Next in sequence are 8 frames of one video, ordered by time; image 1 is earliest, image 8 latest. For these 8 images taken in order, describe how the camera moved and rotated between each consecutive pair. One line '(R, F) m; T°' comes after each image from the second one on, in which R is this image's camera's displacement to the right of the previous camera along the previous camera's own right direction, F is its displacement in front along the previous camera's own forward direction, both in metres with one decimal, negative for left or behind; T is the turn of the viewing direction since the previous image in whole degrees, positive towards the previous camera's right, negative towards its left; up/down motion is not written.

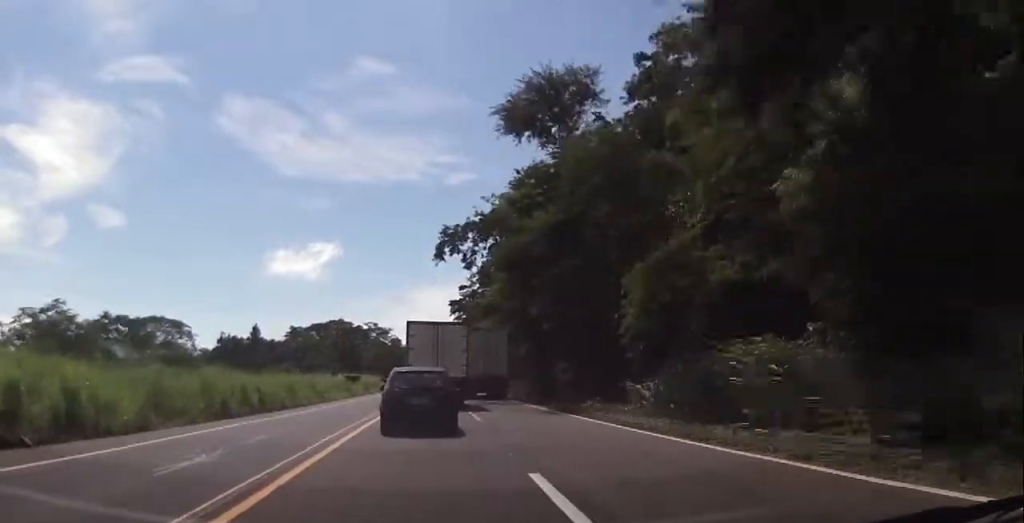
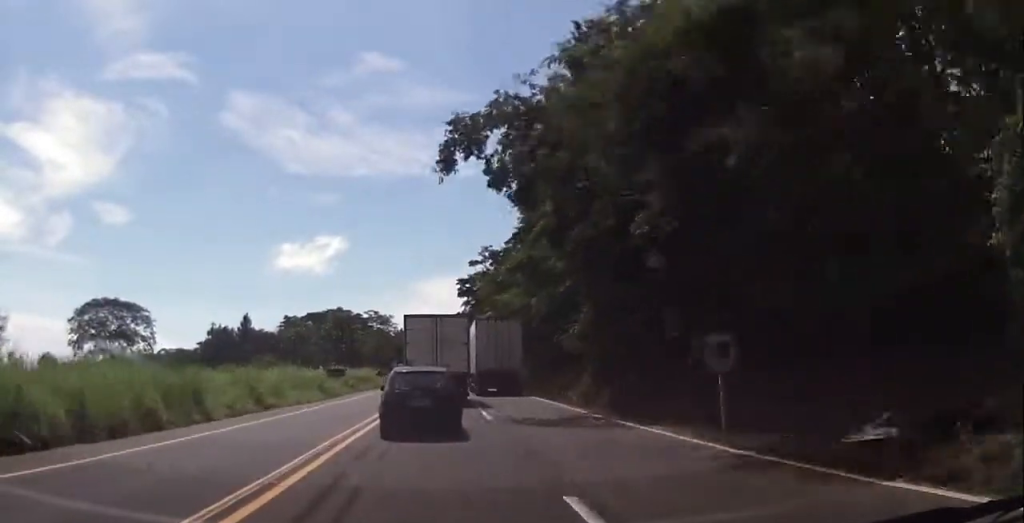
(-0.1, +17.7) m; -1°
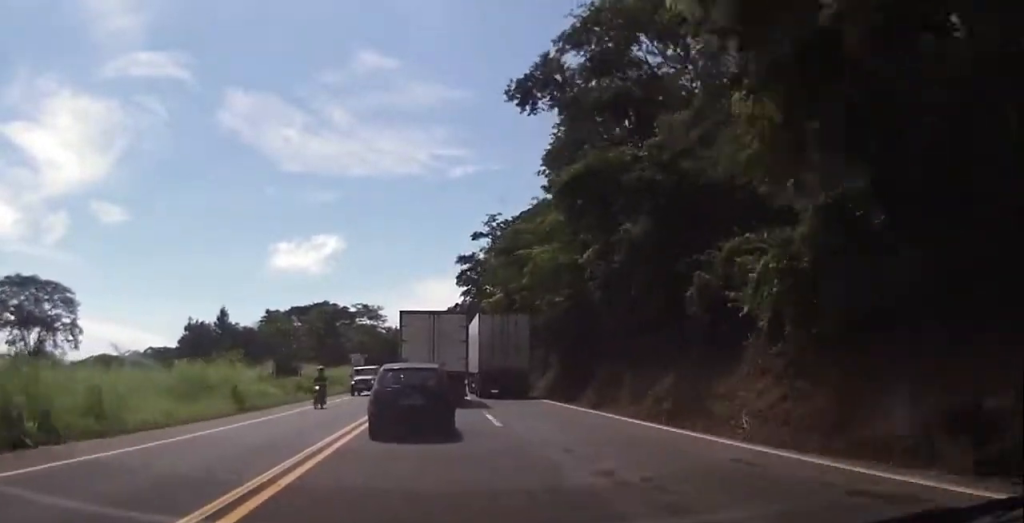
(-0.2, +19.1) m; -1°
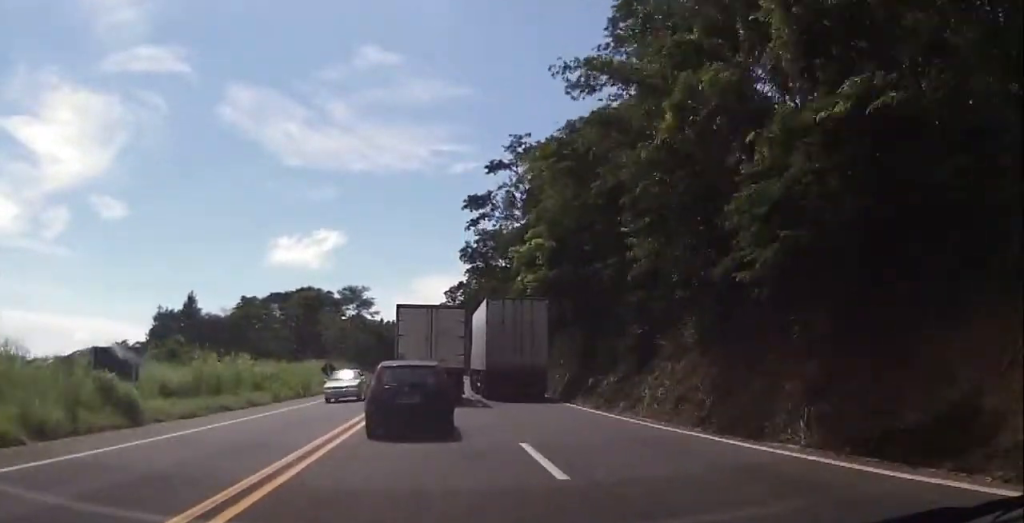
(0.0, +25.2) m; +1°
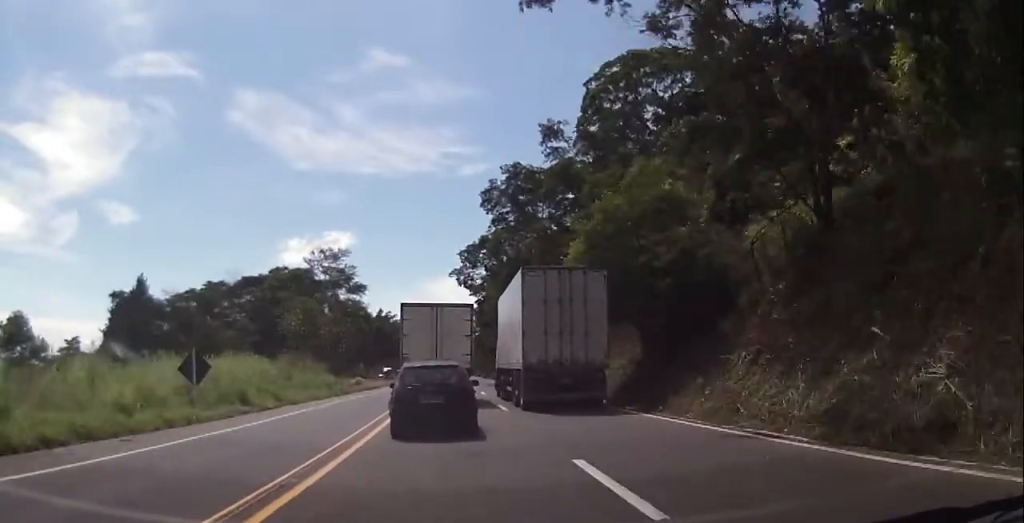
(+0.2, +34.4) m; -1°
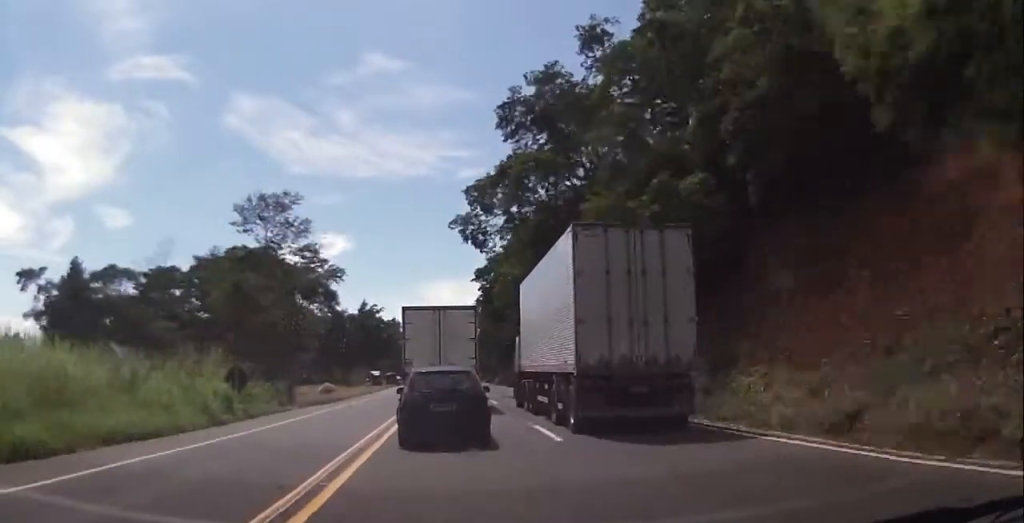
(-0.5, +24.0) m; -1°
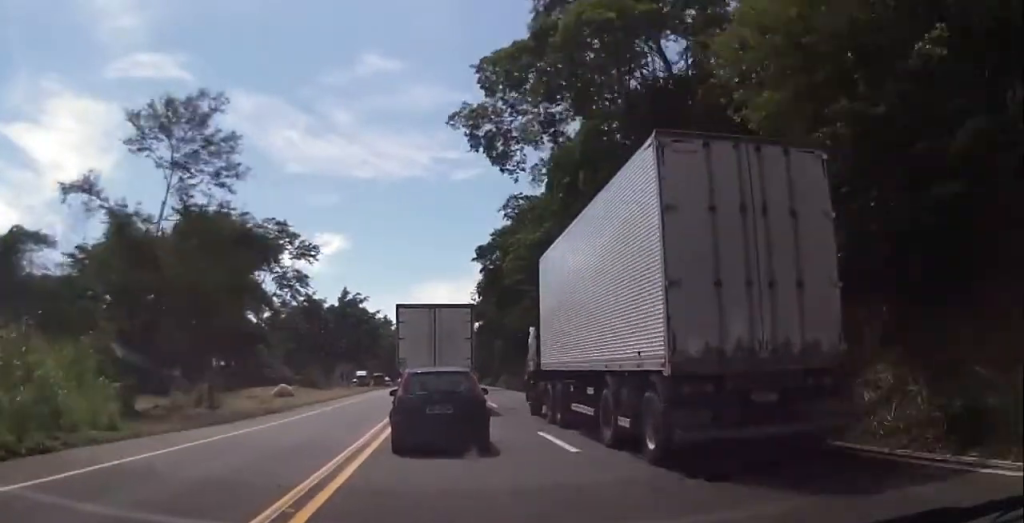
(0.0, +17.6) m; +1°
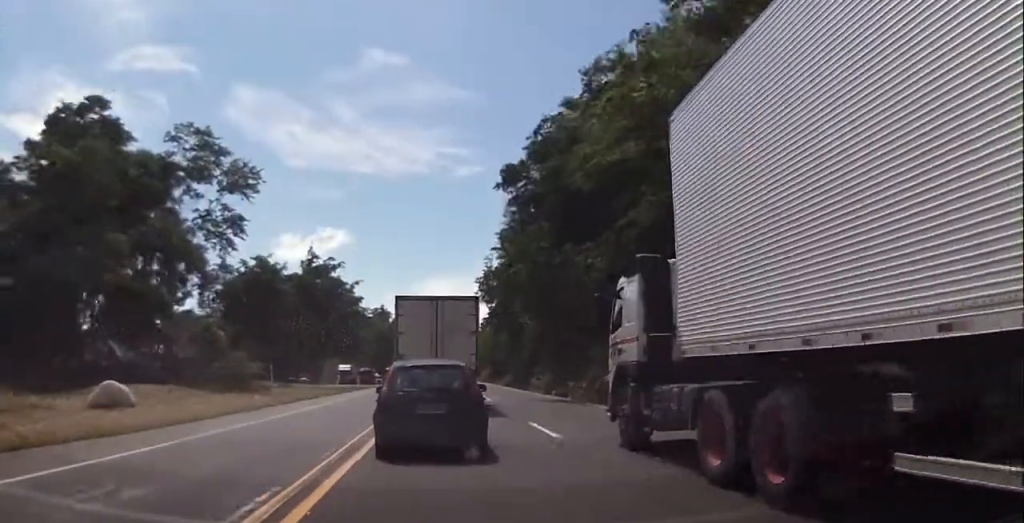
(+0.2, +30.5) m; 0°
